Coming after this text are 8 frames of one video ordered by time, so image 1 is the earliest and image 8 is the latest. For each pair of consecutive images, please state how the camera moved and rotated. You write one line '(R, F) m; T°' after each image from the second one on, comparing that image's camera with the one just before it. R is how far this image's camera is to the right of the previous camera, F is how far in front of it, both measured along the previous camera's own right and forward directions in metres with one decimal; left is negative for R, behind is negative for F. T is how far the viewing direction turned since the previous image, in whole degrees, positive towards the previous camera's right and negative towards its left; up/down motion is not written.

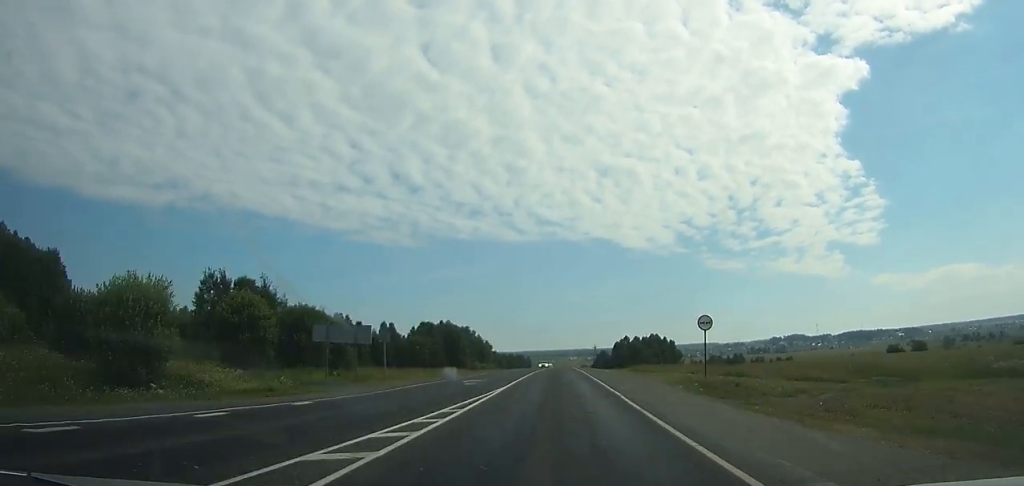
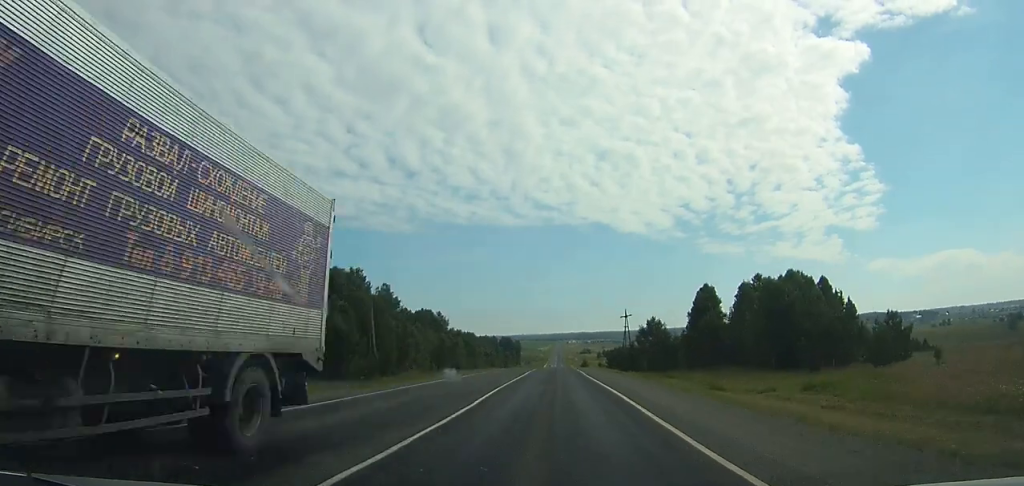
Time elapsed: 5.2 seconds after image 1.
(-0.1, +124.2) m; 0°
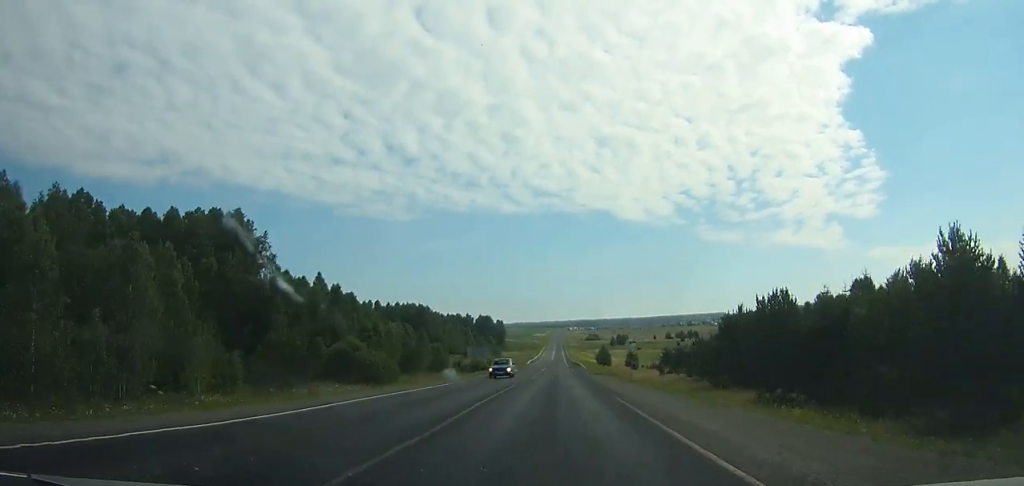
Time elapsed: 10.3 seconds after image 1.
(-0.3, +134.6) m; 0°
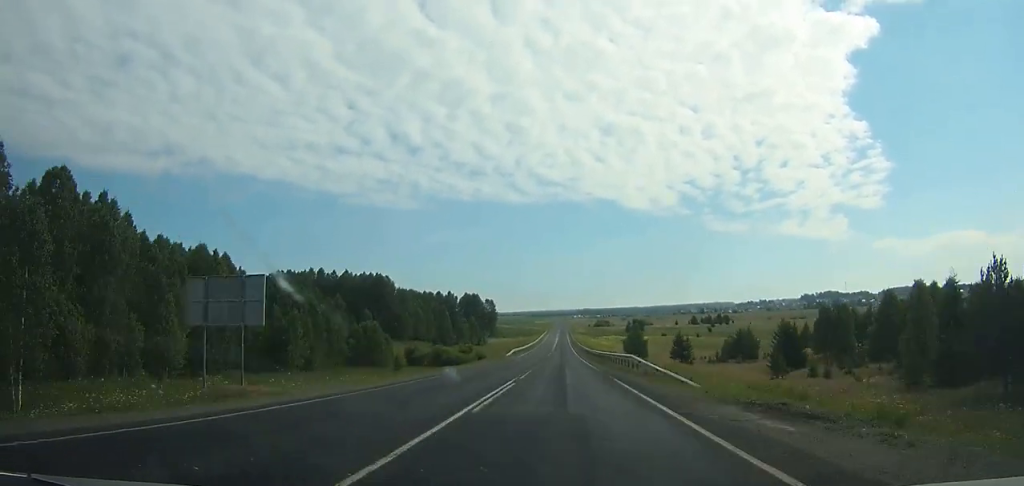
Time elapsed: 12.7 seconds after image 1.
(0.0, +67.2) m; 0°
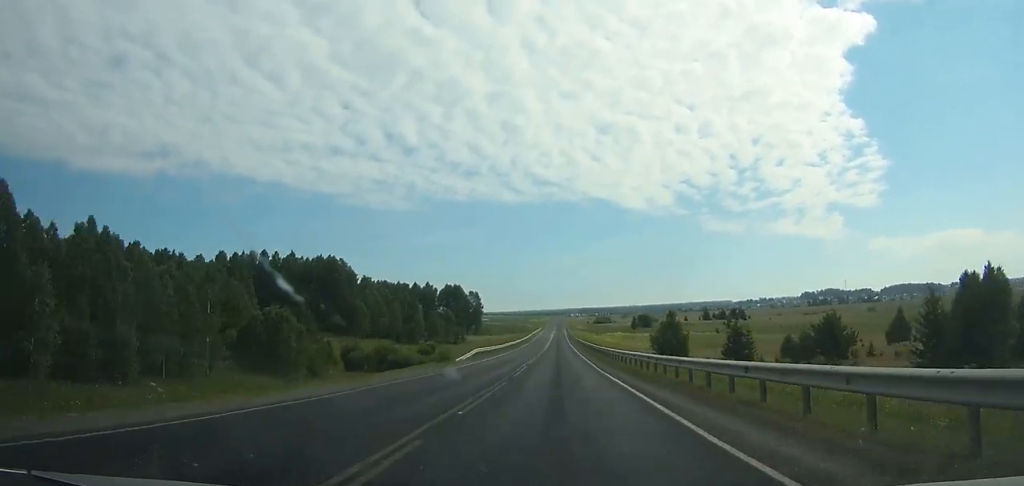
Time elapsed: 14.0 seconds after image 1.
(0.0, +37.4) m; 0°
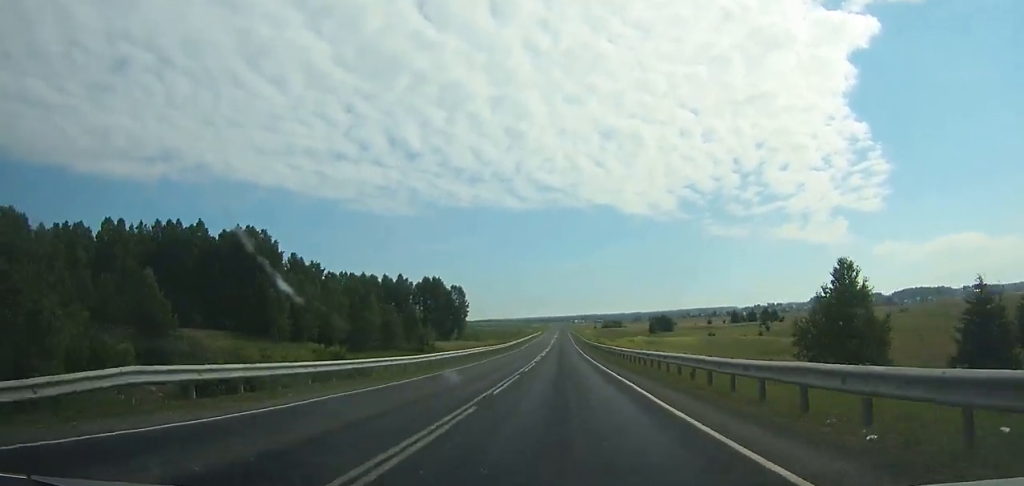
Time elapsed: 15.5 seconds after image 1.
(0.0, +44.2) m; 0°
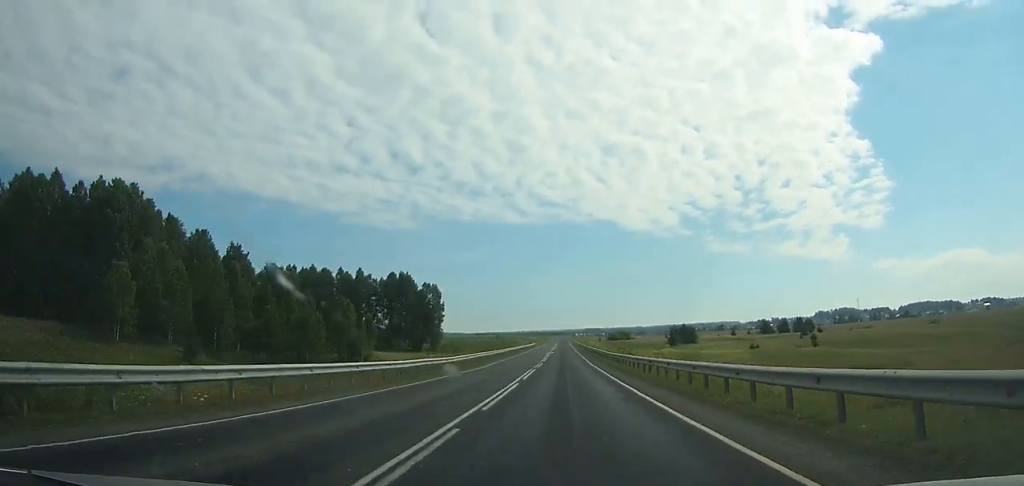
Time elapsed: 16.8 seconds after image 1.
(0.0, +38.7) m; 0°
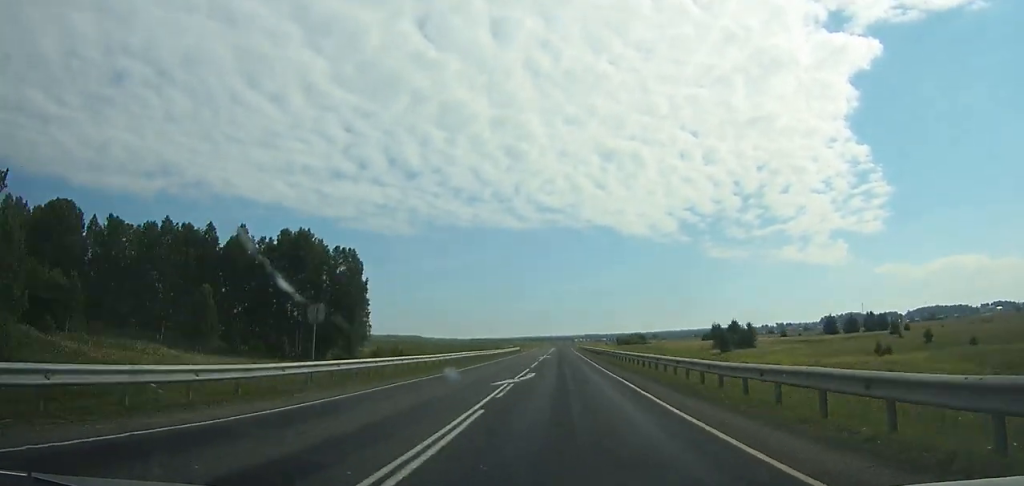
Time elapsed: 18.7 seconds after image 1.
(+0.1, +57.6) m; 0°
